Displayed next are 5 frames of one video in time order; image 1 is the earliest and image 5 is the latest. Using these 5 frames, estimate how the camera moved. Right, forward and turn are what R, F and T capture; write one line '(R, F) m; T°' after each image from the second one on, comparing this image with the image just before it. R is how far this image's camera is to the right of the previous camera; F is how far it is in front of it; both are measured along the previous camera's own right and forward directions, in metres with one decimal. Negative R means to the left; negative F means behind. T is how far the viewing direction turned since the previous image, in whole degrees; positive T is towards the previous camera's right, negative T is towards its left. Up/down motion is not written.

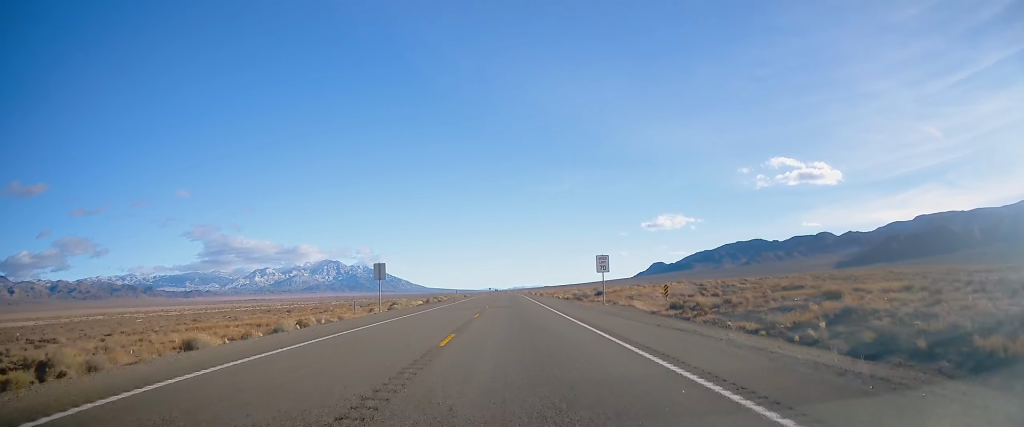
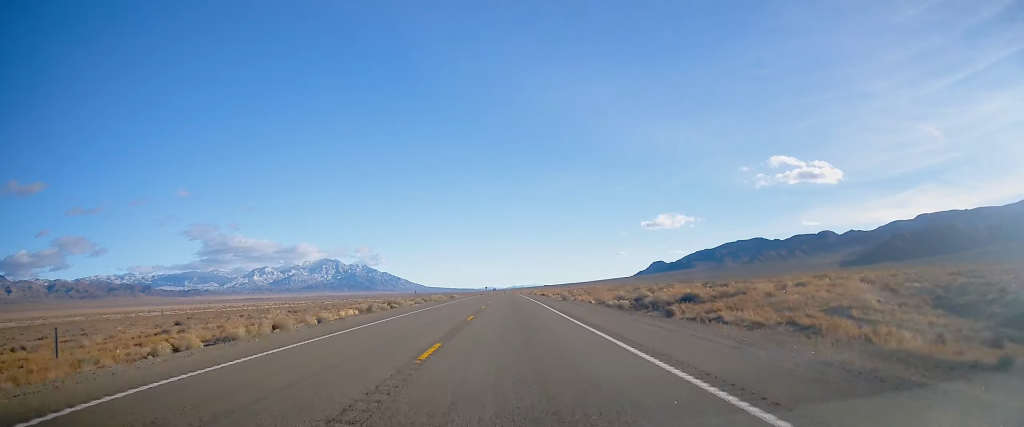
(+0.4, +38.9) m; 0°
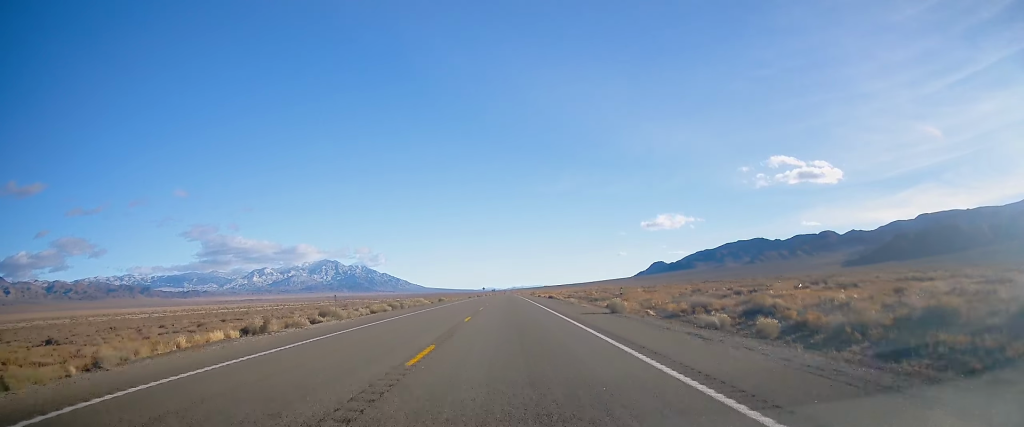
(0.0, +24.4) m; -1°
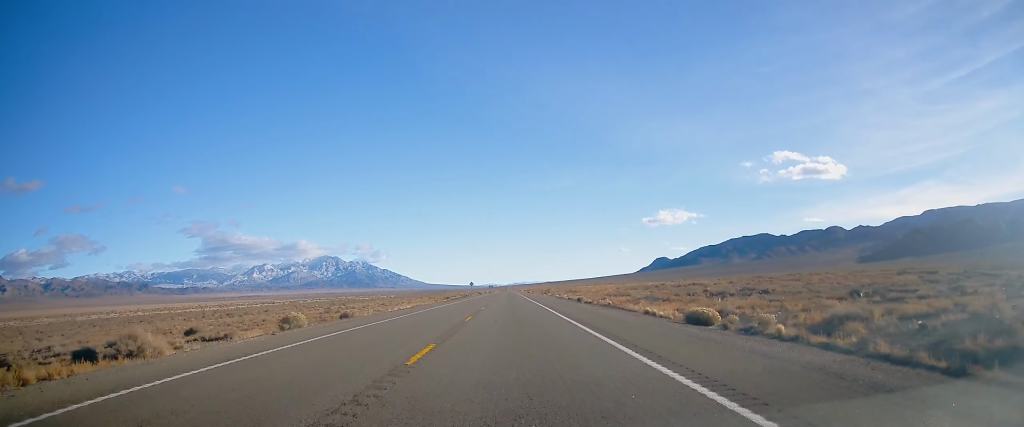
(-0.3, +85.2) m; 0°
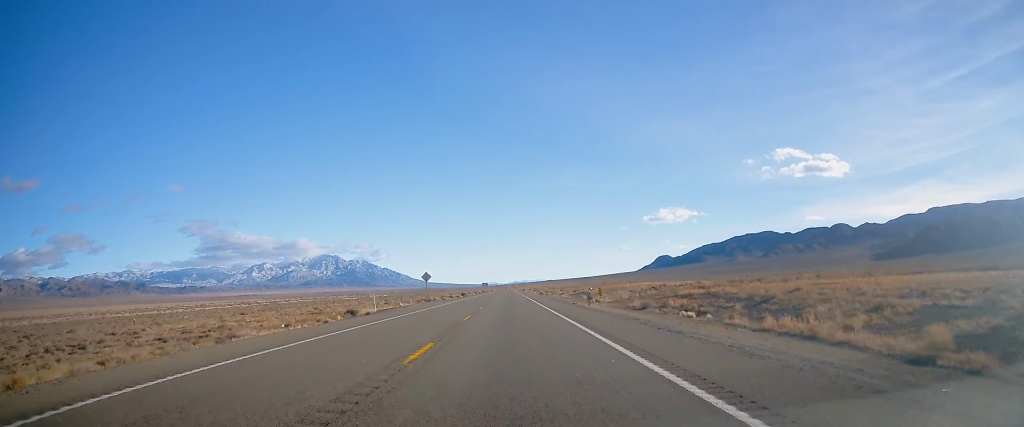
(-0.5, +85.9) m; 0°
